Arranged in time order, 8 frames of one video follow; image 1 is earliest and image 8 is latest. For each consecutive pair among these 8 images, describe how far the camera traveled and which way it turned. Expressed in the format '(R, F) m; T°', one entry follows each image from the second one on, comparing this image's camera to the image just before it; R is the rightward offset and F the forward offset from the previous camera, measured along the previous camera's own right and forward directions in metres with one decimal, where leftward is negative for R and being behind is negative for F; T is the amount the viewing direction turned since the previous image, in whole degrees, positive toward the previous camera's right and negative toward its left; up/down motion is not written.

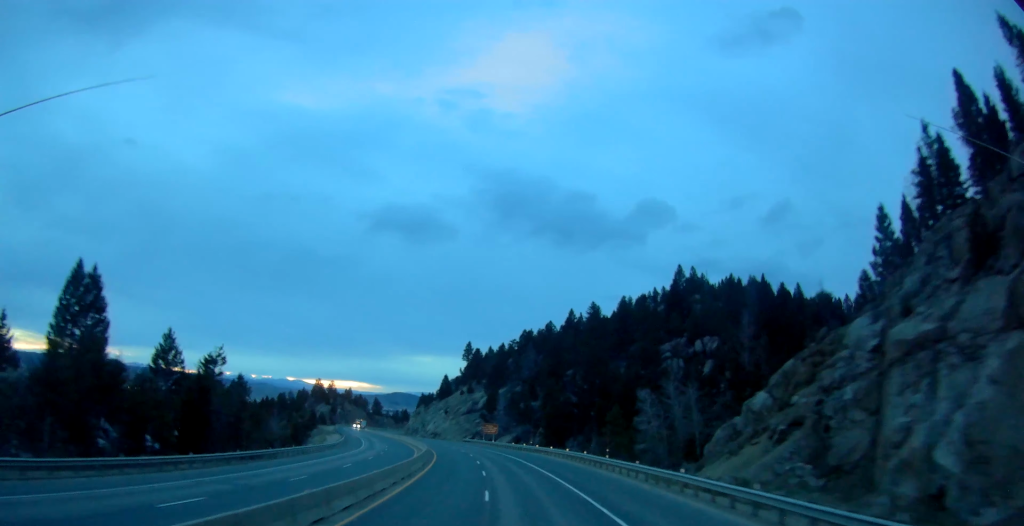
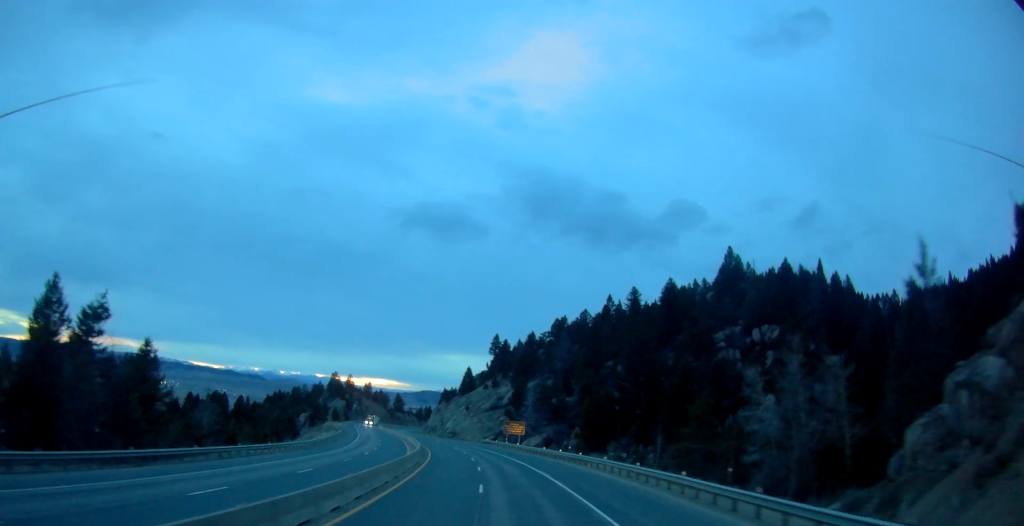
(-0.1, +23.0) m; -2°
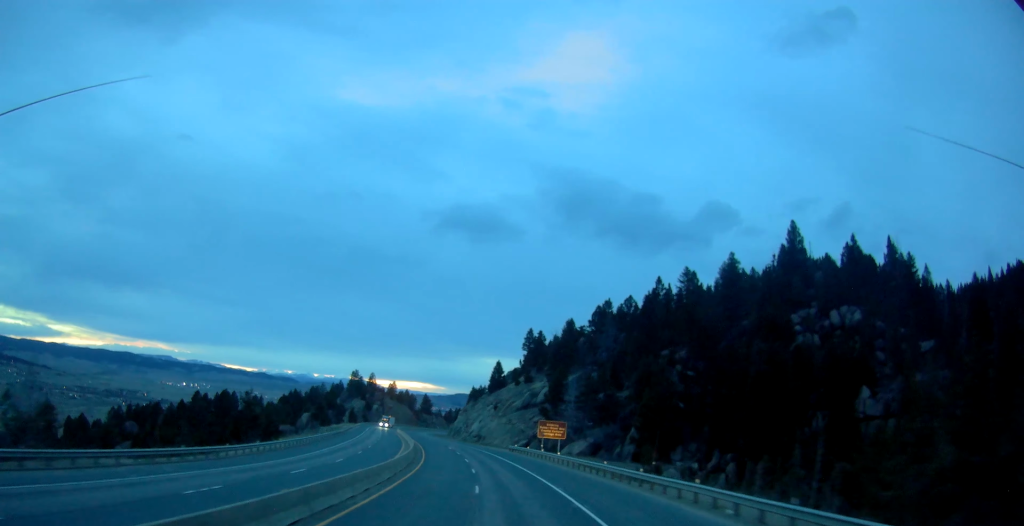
(-0.4, +25.2) m; -3°
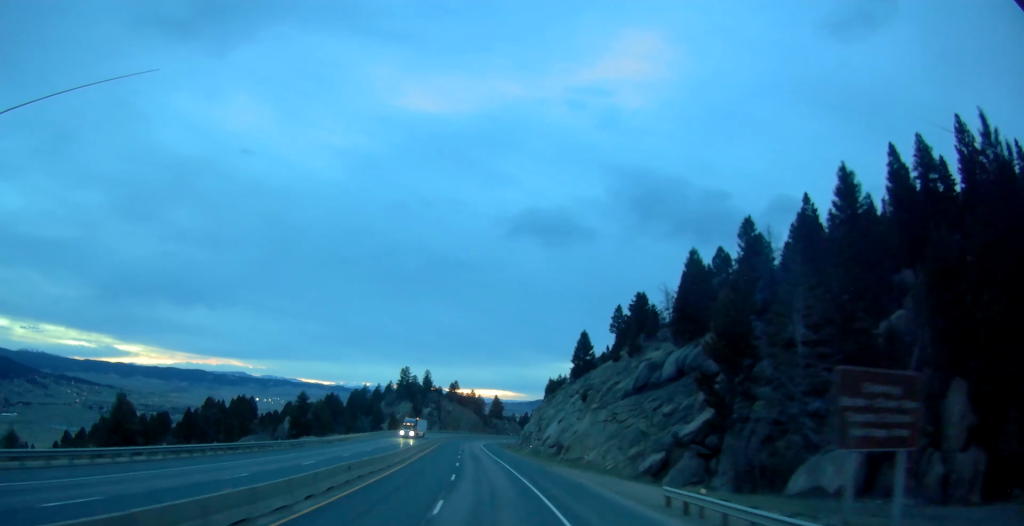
(-2.9, +56.3) m; -7°
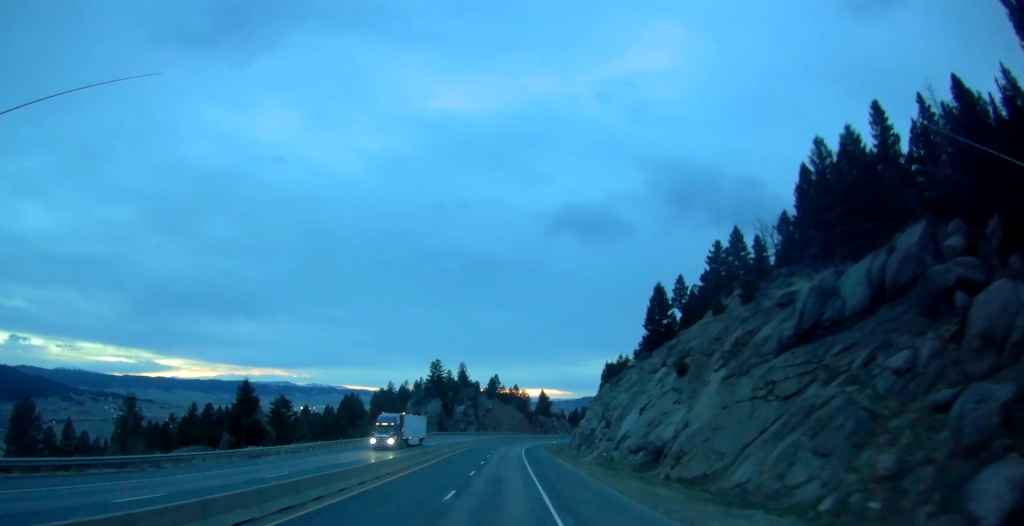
(-2.4, +33.8) m; -6°
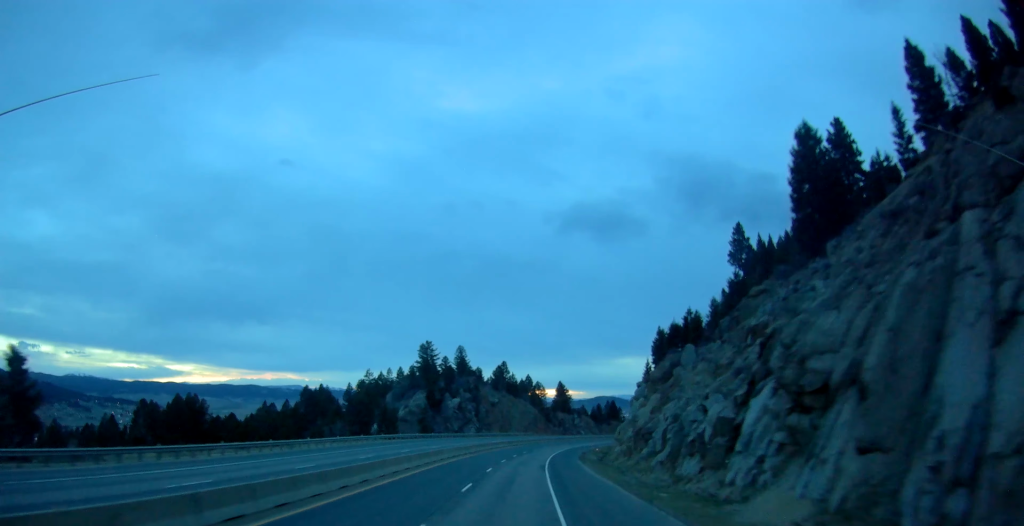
(-1.8, +47.3) m; -4°
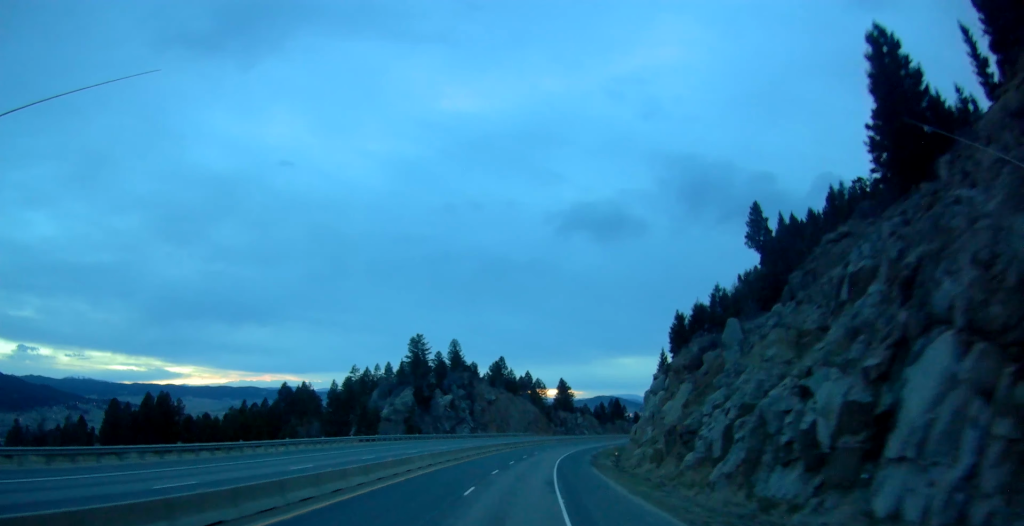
(-0.3, +13.5) m; 0°
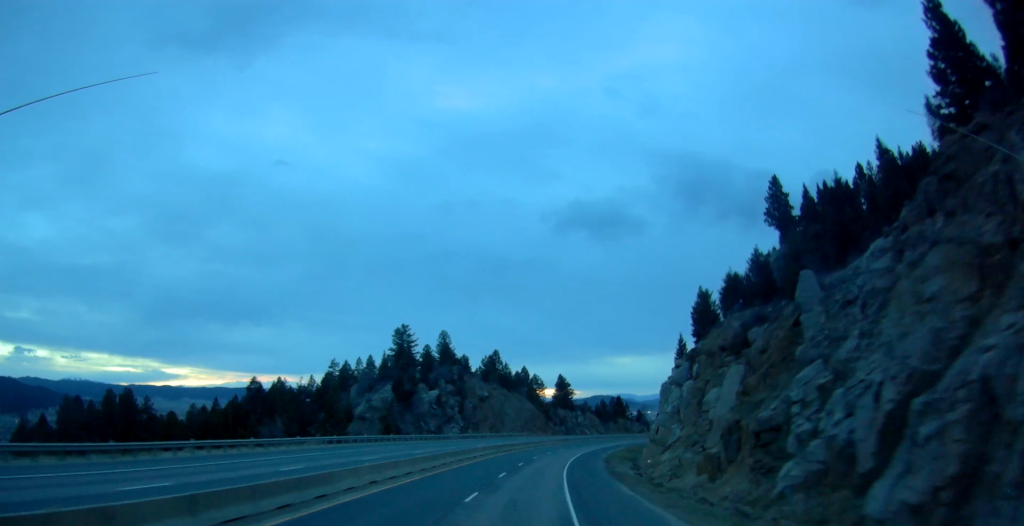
(-0.2, +14.6) m; 0°
